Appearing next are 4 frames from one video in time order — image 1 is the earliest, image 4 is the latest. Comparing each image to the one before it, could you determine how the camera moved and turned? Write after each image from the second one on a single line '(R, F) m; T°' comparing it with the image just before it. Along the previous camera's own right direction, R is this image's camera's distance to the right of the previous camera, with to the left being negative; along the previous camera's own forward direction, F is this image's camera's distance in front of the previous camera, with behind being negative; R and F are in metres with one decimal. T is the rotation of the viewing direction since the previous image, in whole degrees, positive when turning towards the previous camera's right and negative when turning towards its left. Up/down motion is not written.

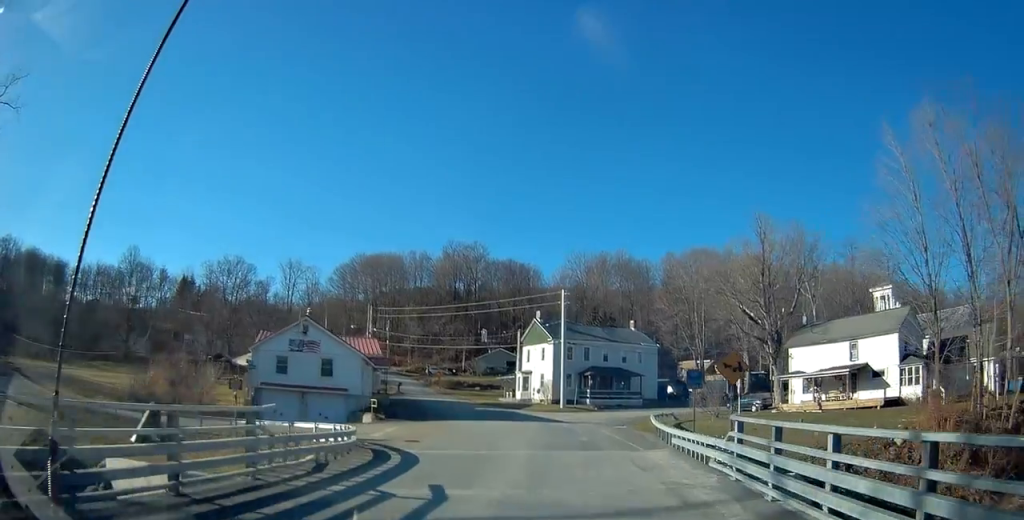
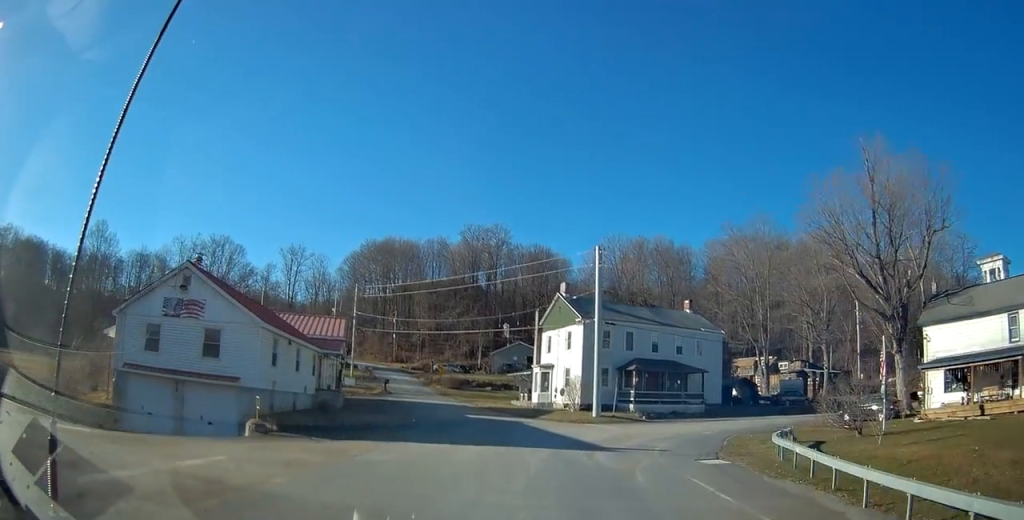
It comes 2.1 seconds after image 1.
(-0.7, +14.2) m; -5°
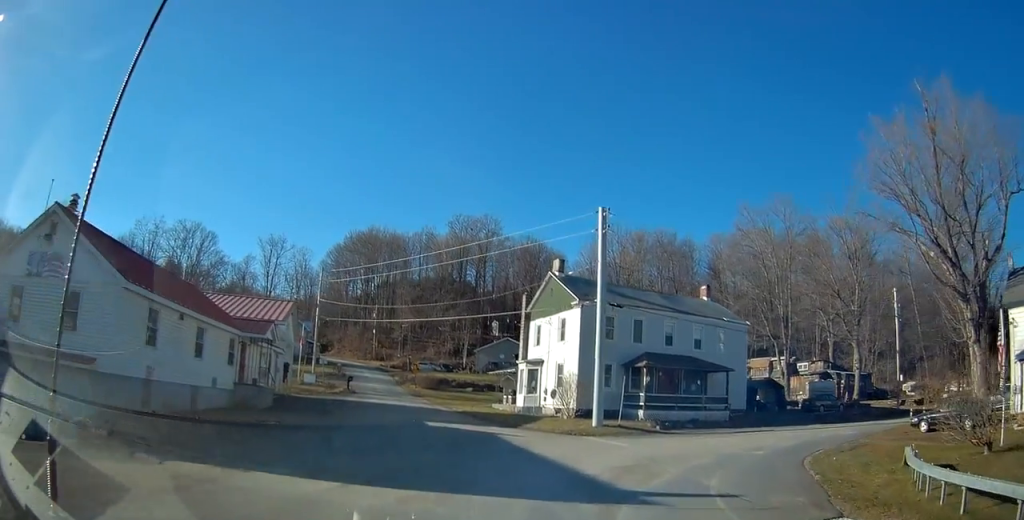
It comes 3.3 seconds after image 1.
(+0.2, +8.5) m; +3°
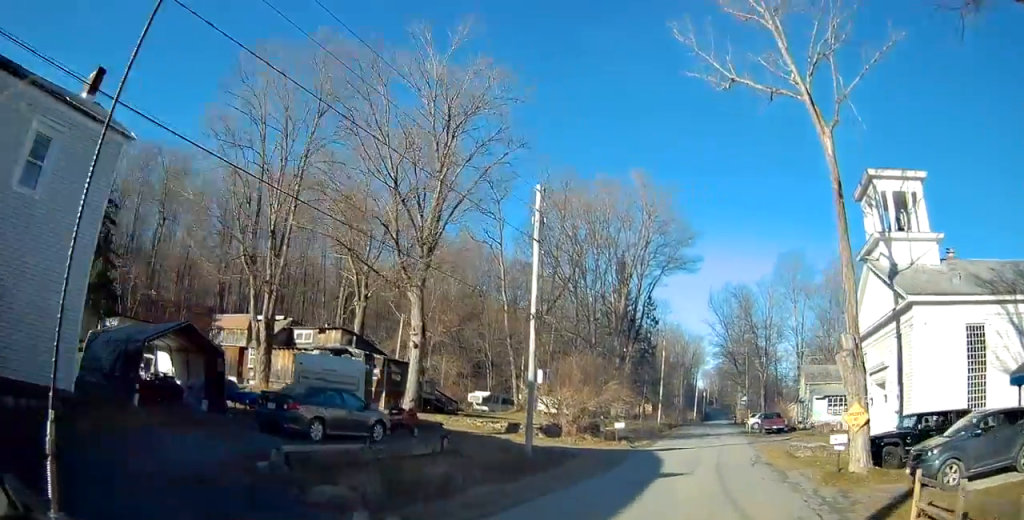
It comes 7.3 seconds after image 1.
(+11.4, +28.6) m; +47°
